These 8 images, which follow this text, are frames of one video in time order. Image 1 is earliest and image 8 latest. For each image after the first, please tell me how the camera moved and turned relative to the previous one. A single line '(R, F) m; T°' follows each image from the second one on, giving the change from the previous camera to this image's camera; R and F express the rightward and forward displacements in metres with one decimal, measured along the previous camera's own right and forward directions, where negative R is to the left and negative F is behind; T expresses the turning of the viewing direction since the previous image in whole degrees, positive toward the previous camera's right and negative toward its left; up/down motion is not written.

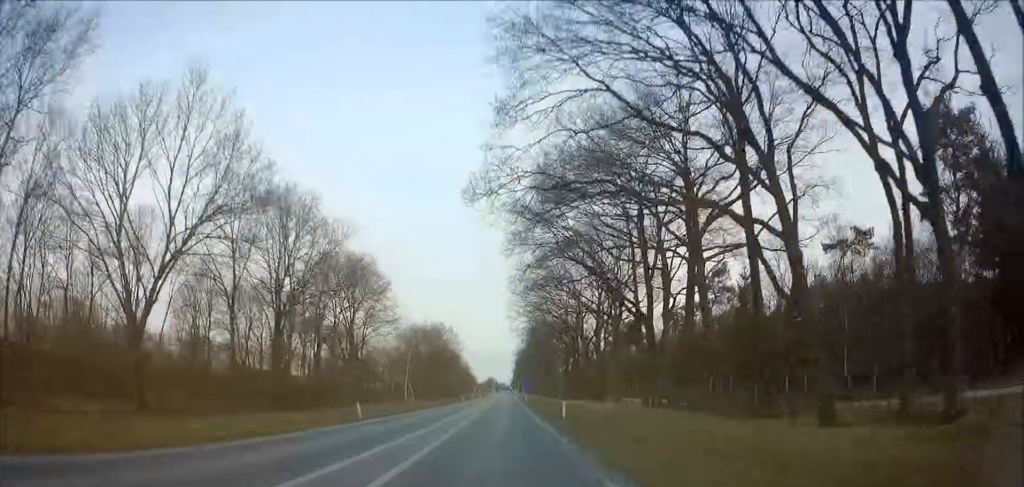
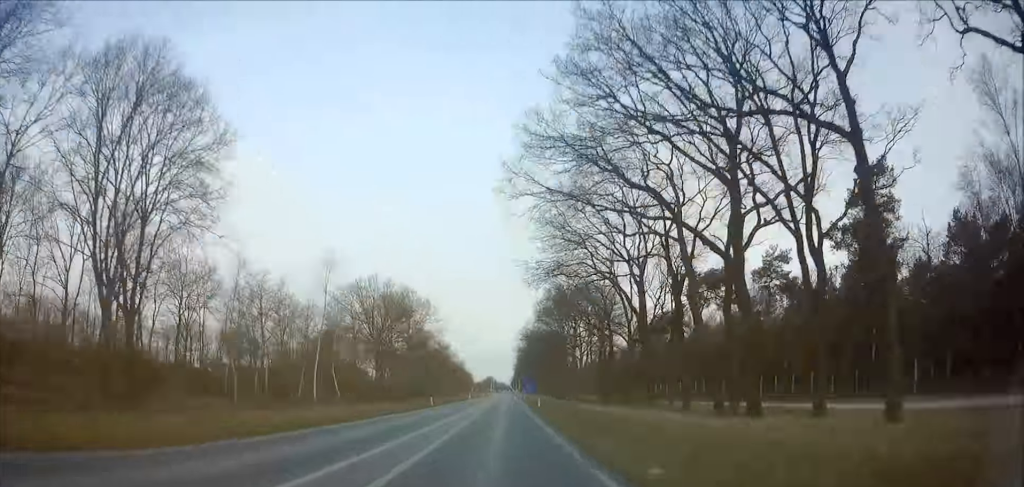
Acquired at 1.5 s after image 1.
(0.0, +35.1) m; 0°
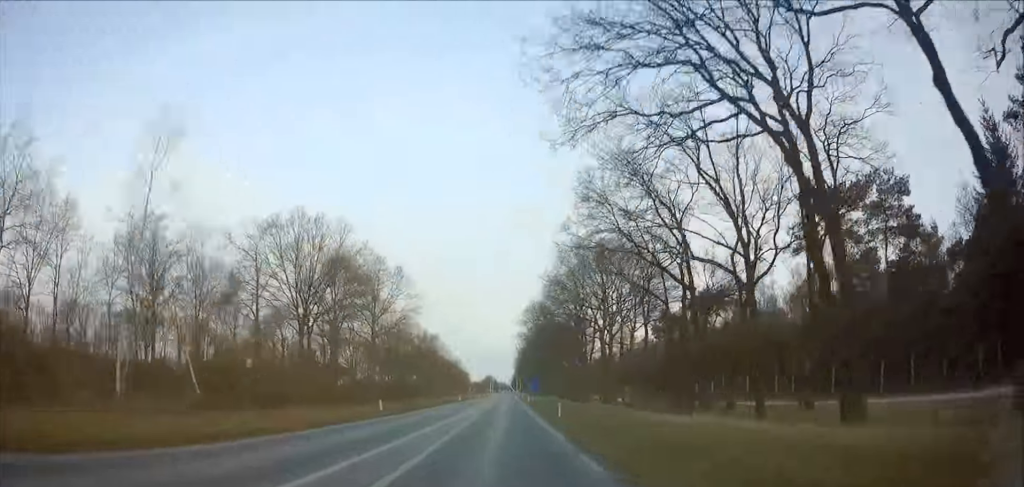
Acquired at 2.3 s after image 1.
(0.0, +20.9) m; 0°
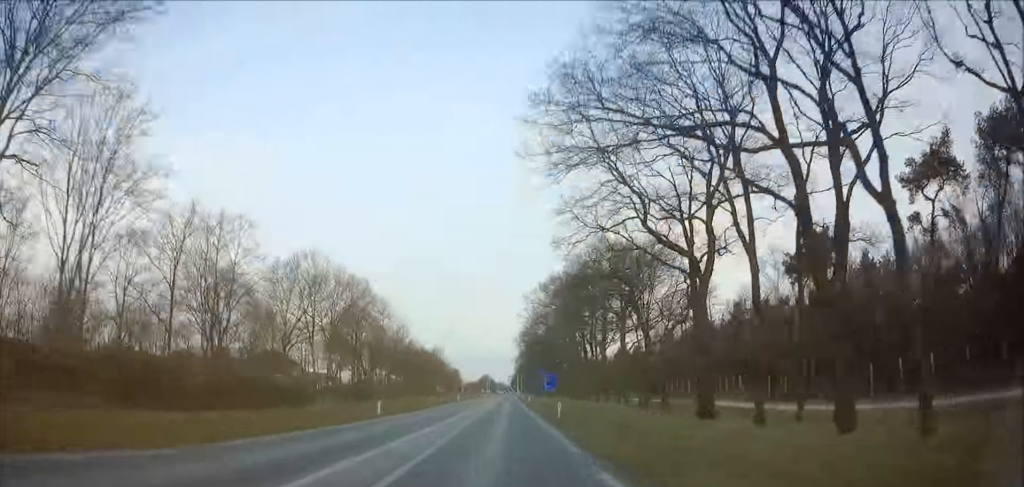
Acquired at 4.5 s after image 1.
(-0.1, +51.3) m; 0°
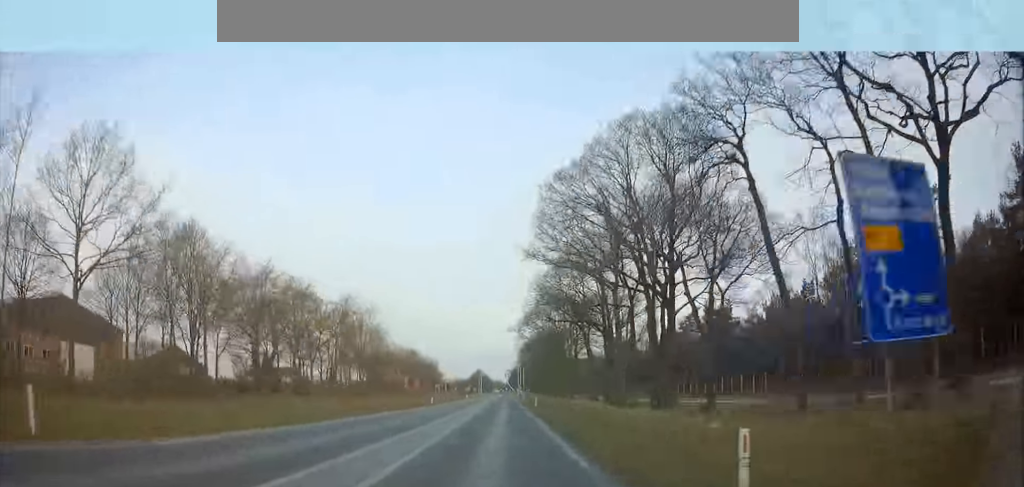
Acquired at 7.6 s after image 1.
(+0.1, +75.3) m; 0°
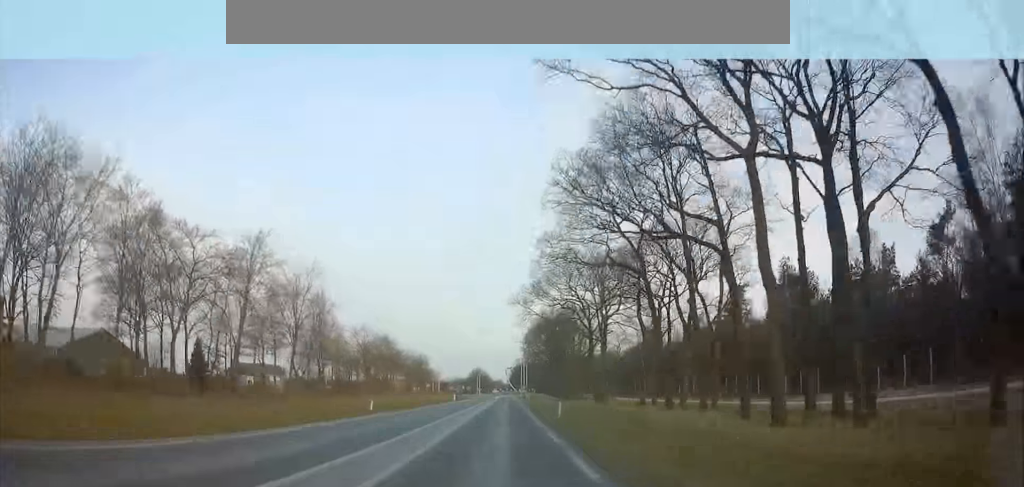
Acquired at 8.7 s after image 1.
(-0.1, +25.2) m; 0°
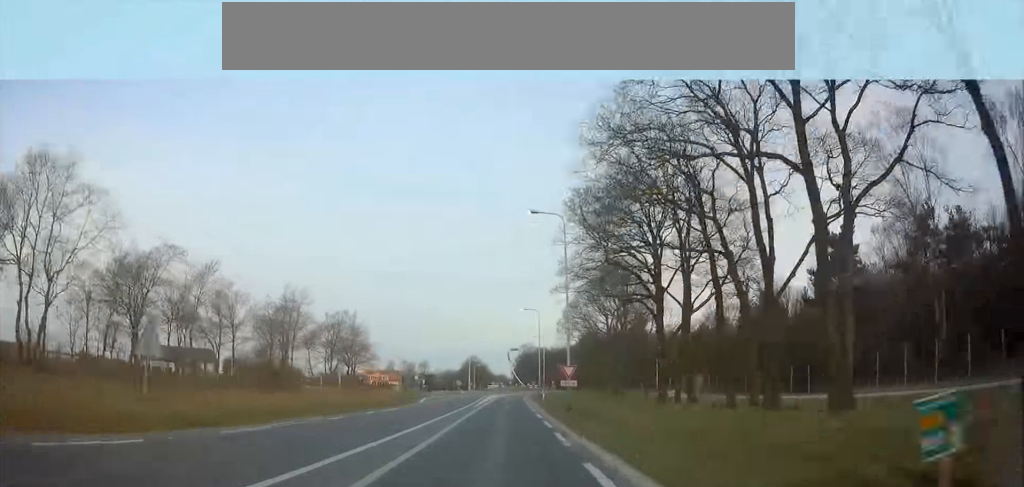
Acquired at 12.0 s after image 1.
(-0.2, +74.7) m; 0°
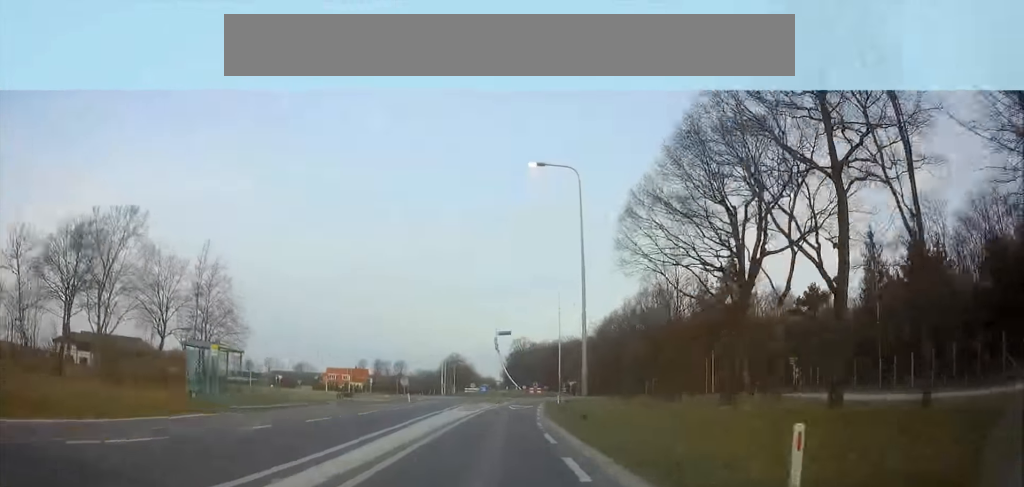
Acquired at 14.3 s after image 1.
(+0.2, +44.9) m; +1°
